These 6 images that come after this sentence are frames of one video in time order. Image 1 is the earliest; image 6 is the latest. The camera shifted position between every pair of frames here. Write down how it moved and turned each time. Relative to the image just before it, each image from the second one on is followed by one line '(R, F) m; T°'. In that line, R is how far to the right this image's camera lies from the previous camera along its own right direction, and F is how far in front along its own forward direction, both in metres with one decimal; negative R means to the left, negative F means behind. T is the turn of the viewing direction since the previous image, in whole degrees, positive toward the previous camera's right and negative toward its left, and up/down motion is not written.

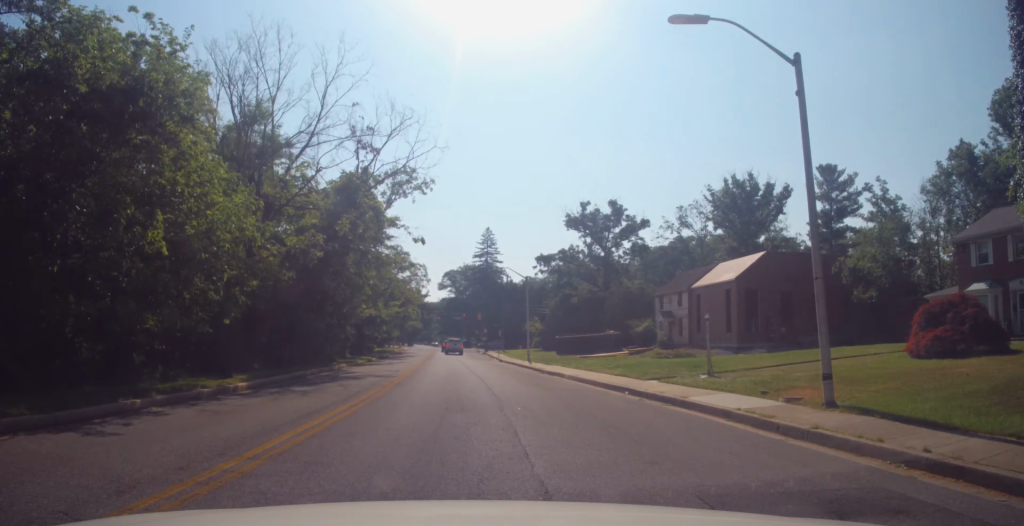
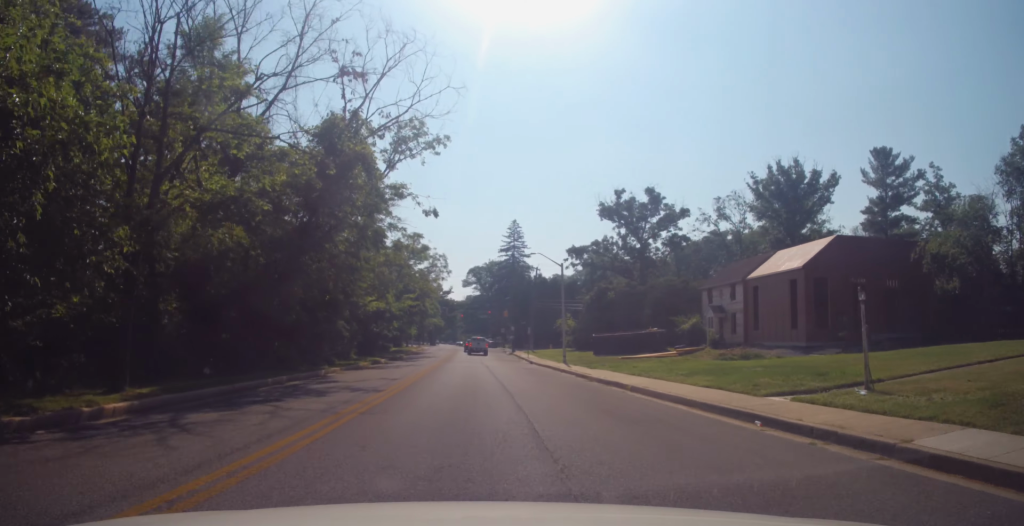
(+0.1, +7.8) m; -3°
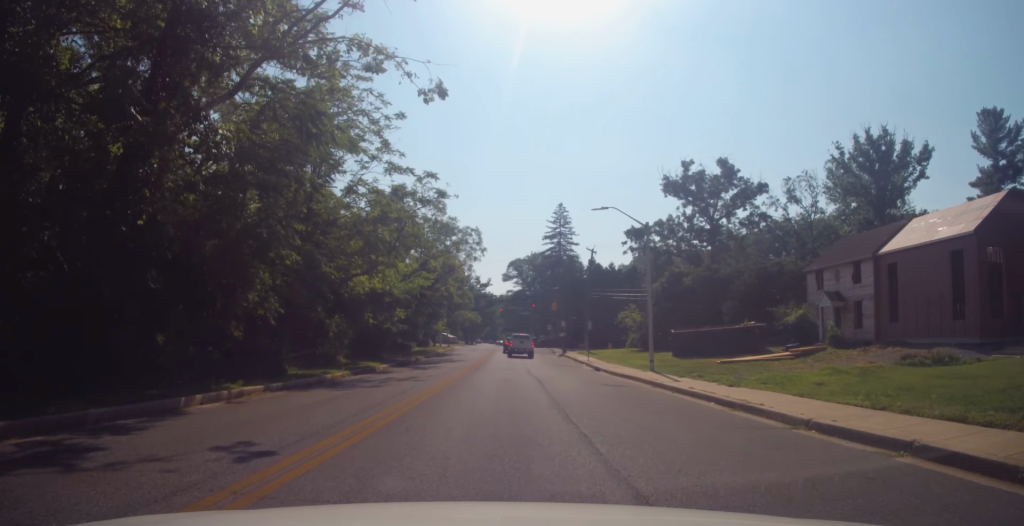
(-1.1, +14.9) m; -4°
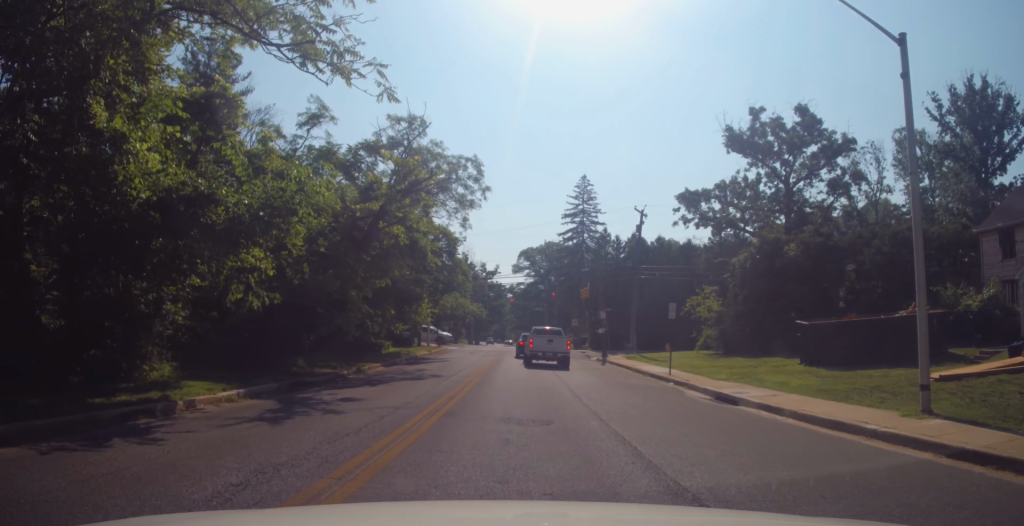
(-0.1, +21.0) m; 0°
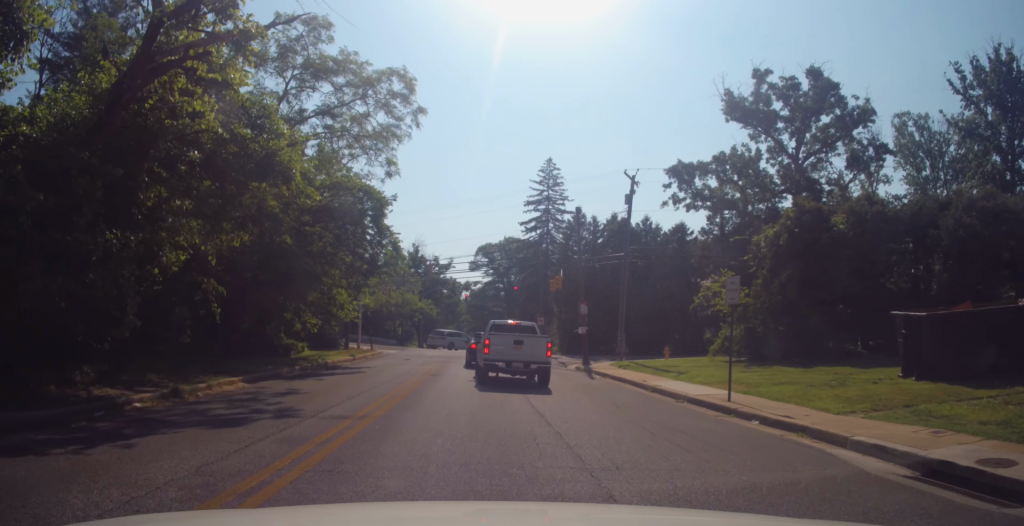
(+0.6, +11.8) m; +3°
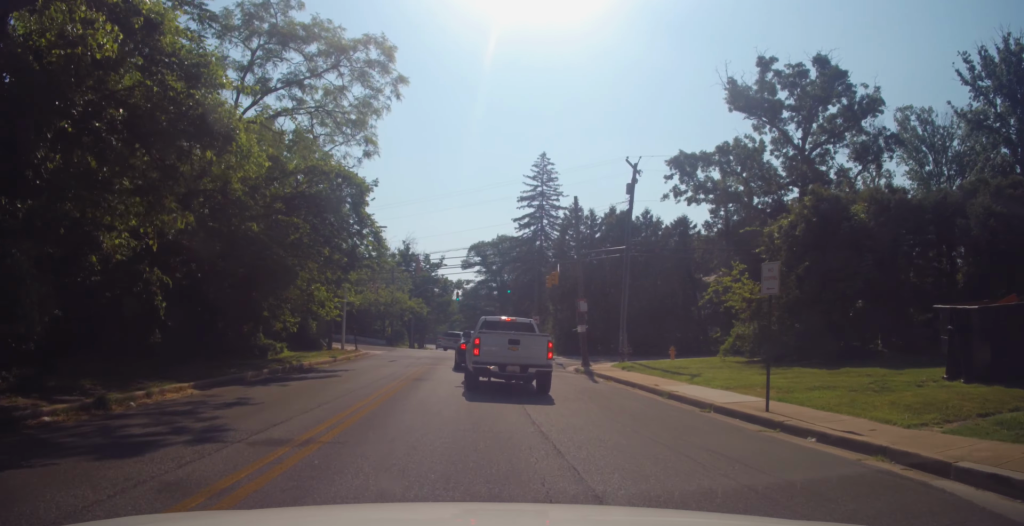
(0.0, +2.6) m; 0°
